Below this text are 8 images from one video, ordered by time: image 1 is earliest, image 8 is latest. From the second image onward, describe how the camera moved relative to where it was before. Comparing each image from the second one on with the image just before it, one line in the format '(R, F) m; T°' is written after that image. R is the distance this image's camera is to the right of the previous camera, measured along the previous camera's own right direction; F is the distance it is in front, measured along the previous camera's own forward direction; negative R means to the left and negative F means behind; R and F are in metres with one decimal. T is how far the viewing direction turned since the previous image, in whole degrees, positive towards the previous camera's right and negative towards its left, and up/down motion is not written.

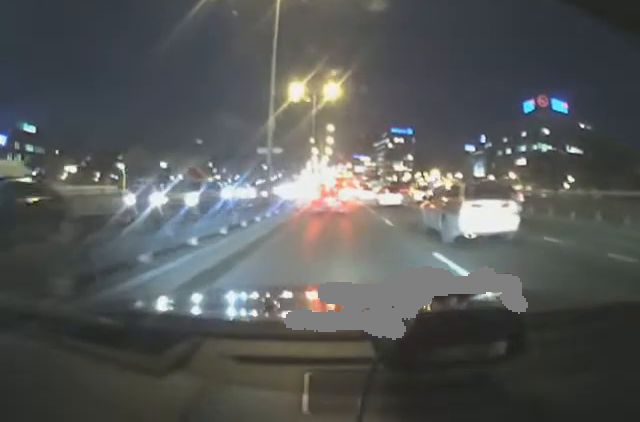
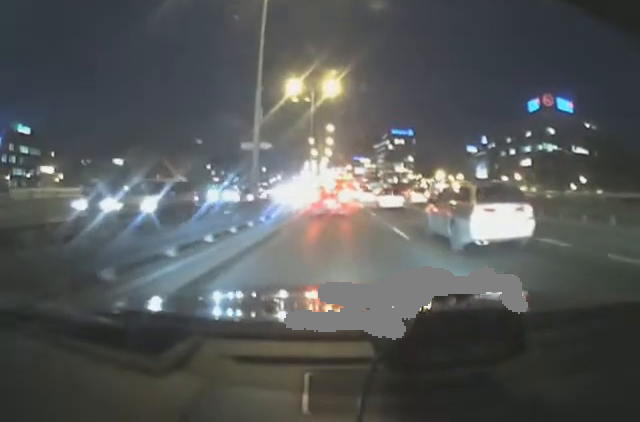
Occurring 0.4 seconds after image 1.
(0.0, +2.4) m; 0°
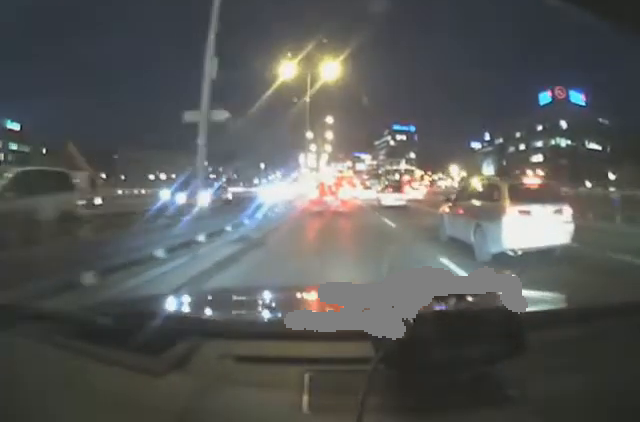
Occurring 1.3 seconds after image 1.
(0.0, +4.9) m; 0°
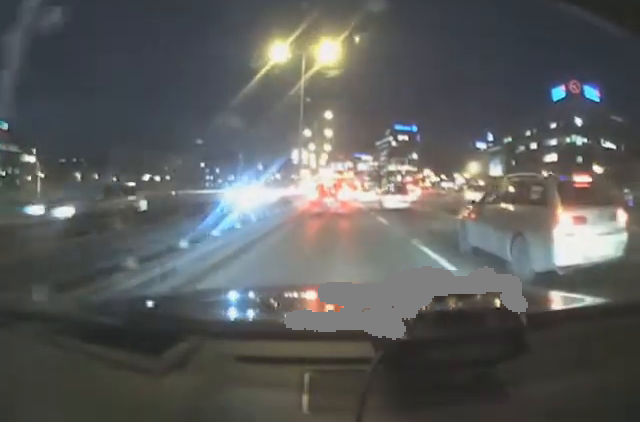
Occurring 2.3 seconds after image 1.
(-0.1, +4.9) m; -1°
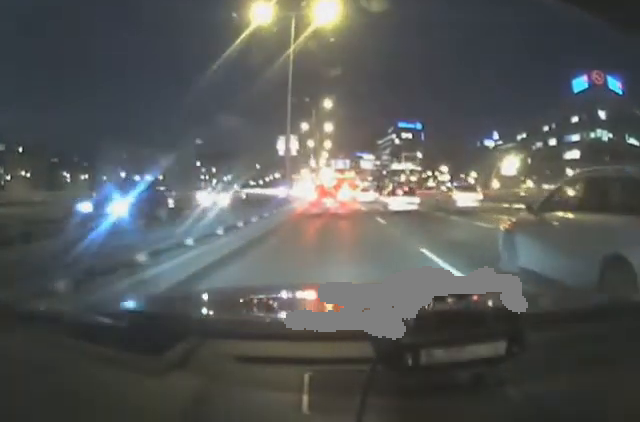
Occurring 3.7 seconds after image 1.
(+0.1, +10.1) m; +1°
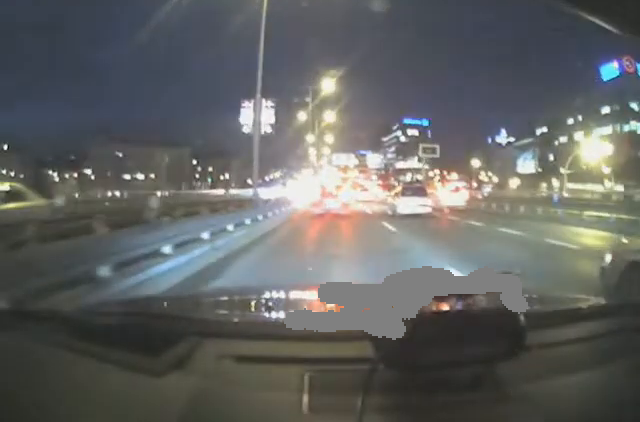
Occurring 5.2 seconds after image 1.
(-0.1, +9.0) m; -1°
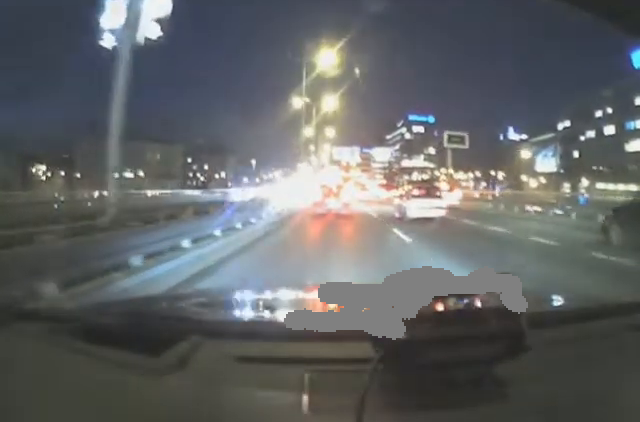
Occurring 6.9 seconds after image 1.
(+0.2, +8.3) m; +1°
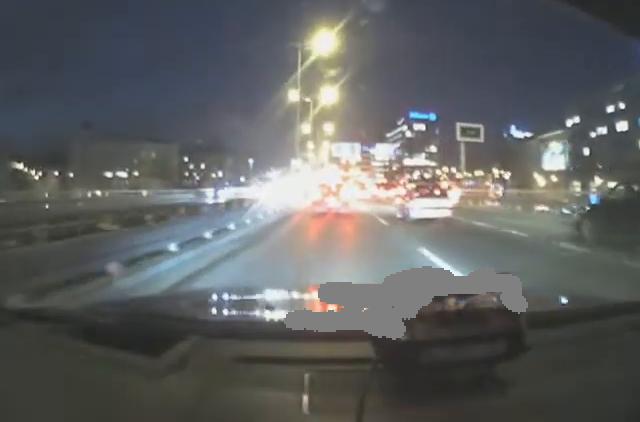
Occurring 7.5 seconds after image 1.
(-0.1, +3.9) m; -1°
